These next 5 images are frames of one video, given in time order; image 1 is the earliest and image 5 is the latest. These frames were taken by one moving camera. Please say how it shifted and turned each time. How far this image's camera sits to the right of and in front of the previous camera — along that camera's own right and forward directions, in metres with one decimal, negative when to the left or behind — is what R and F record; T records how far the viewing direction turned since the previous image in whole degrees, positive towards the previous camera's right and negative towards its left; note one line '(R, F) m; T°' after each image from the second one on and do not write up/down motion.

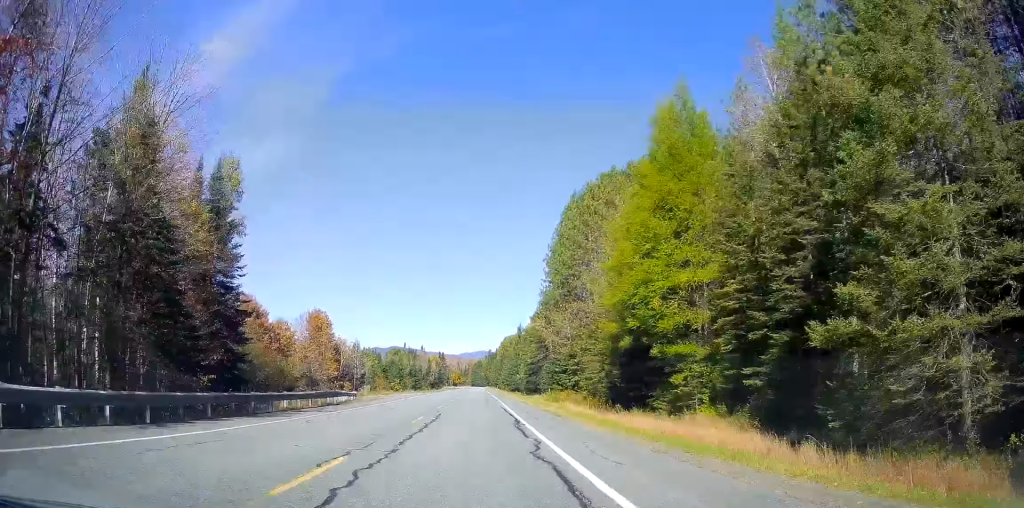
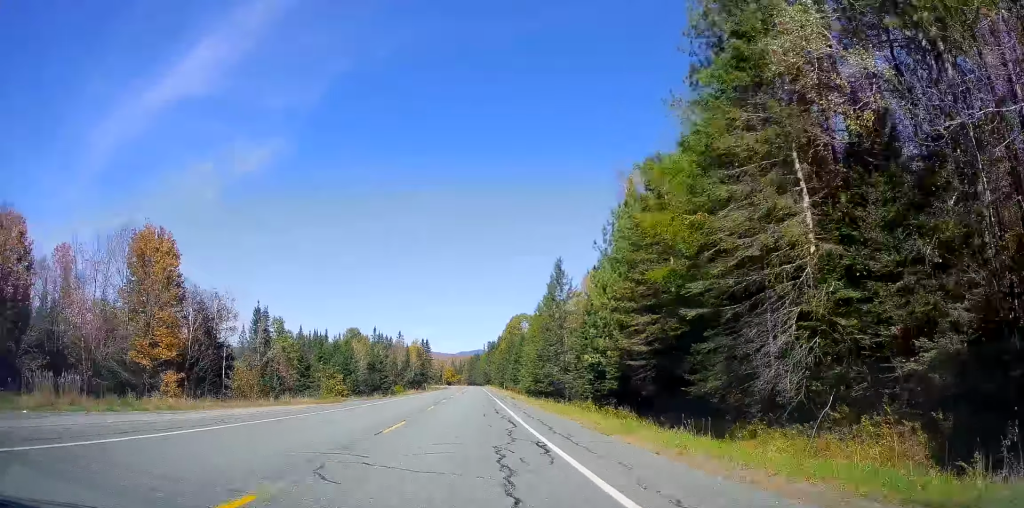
(+0.5, +64.2) m; 0°
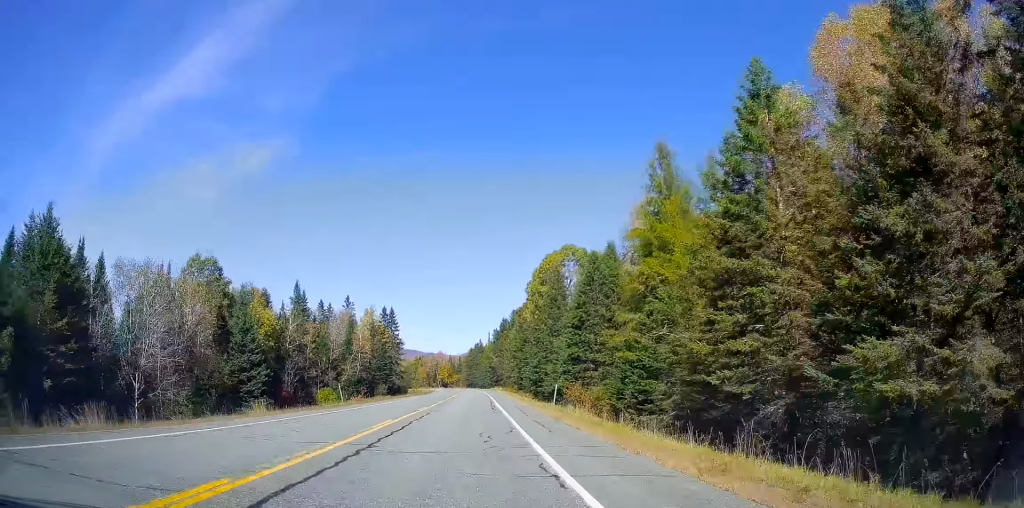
(-0.4, +77.7) m; 0°
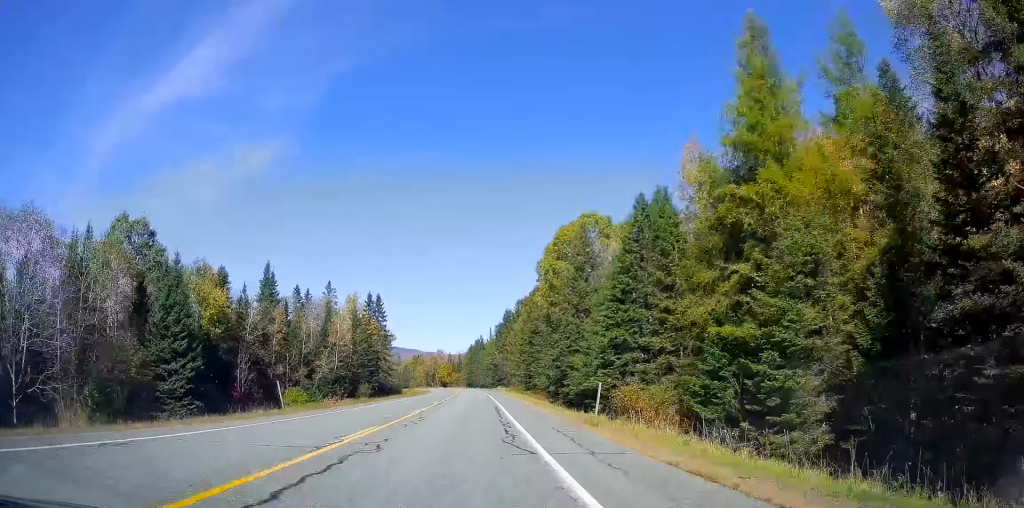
(+0.3, +14.7) m; 0°
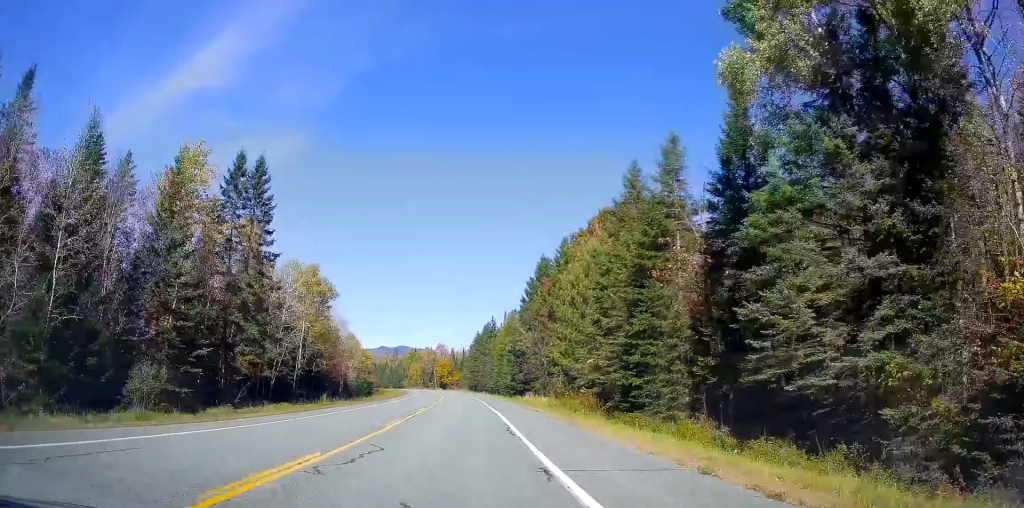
(-0.8, +54.7) m; -2°
